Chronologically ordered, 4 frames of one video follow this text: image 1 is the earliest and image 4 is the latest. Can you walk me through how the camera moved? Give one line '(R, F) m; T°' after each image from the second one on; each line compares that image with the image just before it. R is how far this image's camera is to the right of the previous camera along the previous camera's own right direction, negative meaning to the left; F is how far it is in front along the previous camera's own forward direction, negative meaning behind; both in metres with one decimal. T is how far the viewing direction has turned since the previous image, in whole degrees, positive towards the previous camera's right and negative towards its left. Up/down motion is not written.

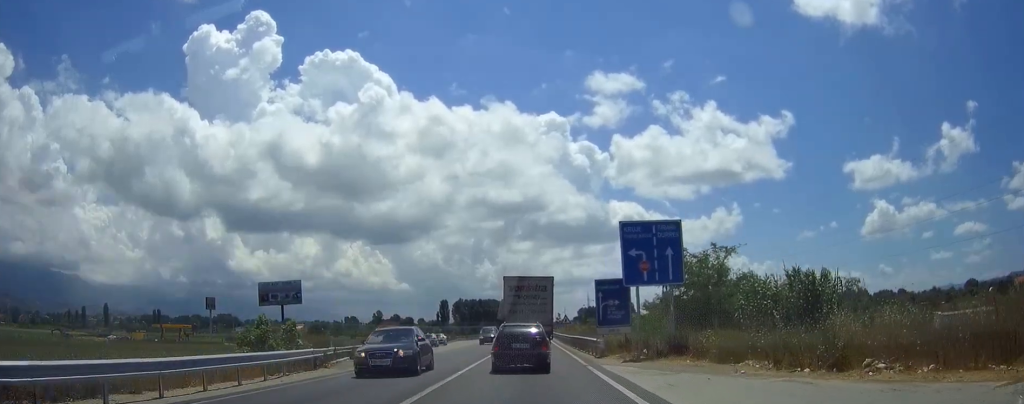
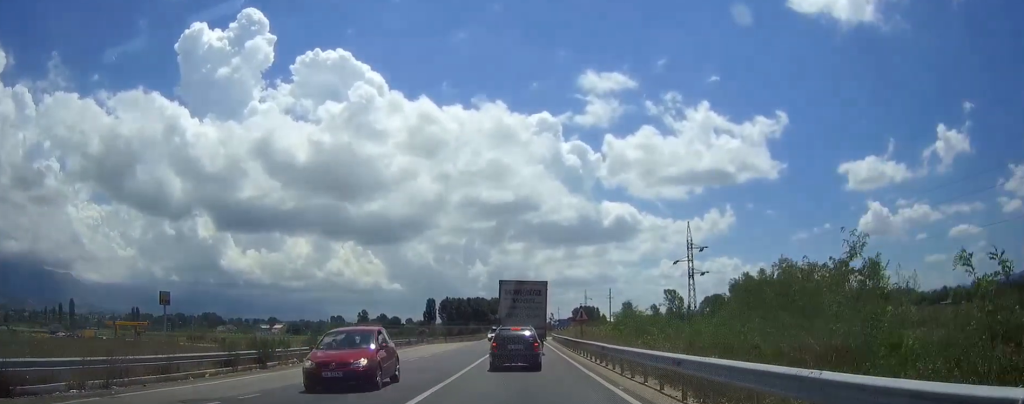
(-0.1, +30.1) m; 0°
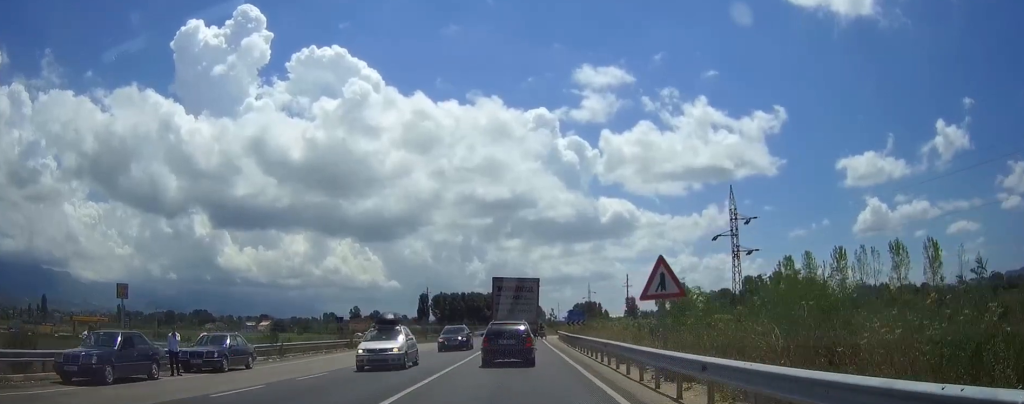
(+0.2, +26.4) m; 0°
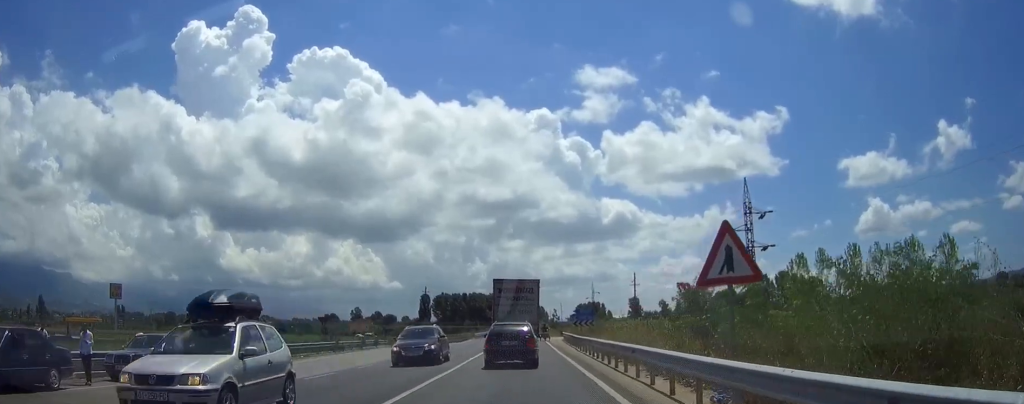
(0.0, +5.1) m; 0°
